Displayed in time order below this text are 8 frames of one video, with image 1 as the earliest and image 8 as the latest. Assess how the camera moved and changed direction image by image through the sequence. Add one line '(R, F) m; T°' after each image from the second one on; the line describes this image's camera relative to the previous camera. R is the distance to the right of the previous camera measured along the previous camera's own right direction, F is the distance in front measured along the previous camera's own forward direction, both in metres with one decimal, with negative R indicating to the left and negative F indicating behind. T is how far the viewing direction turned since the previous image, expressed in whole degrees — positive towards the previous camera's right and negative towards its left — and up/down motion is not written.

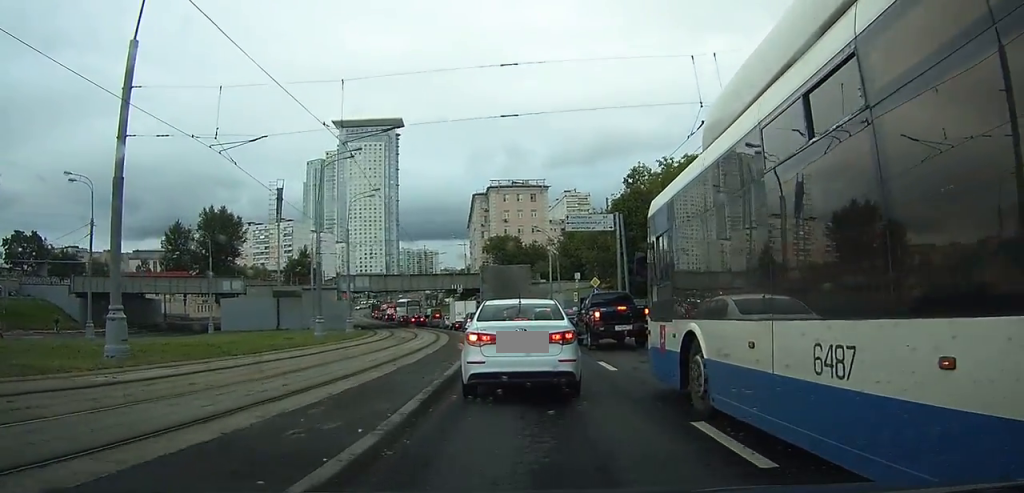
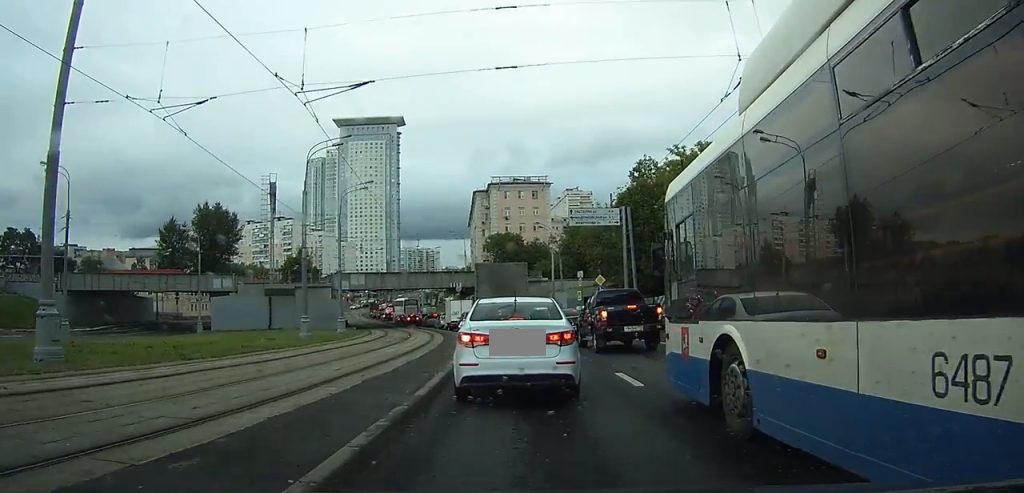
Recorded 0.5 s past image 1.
(-0.1, +2.6) m; -1°
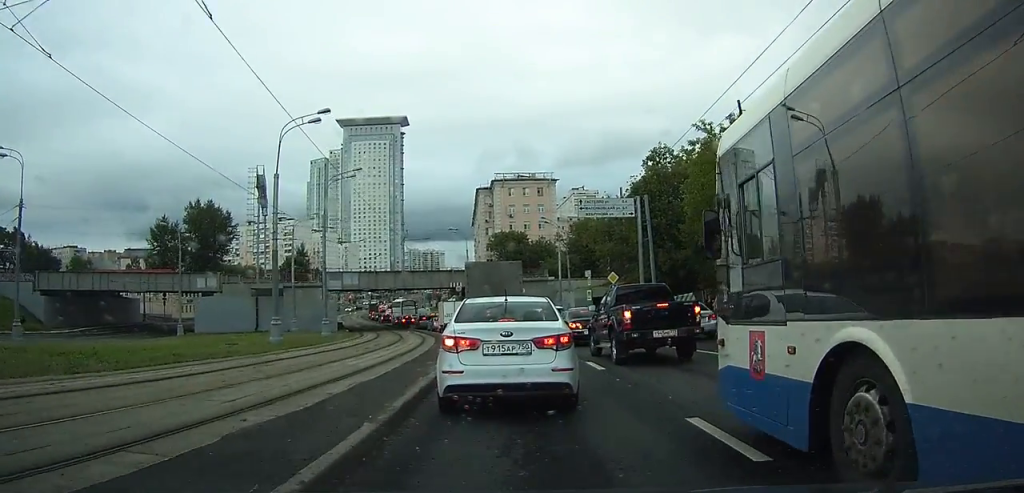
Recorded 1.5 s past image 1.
(-0.1, +5.0) m; -2°
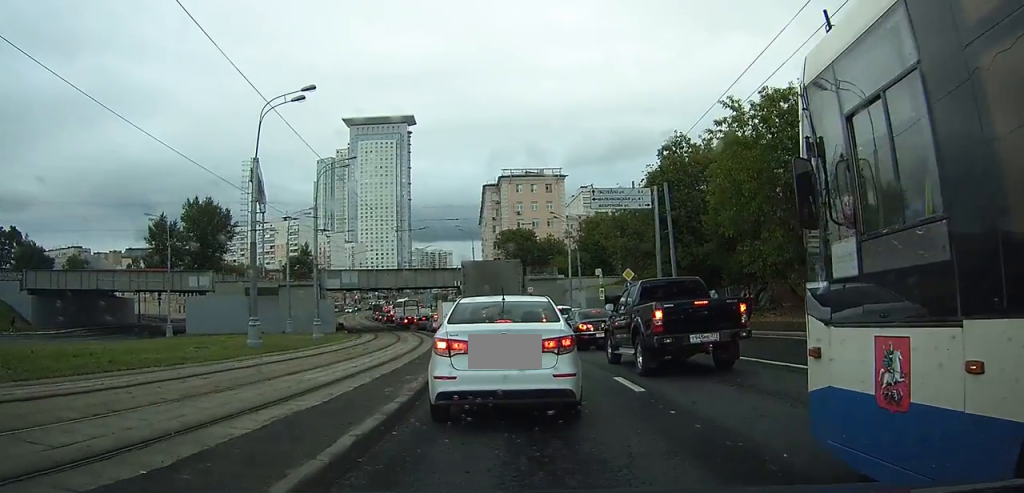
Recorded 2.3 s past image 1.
(0.0, +3.7) m; -1°
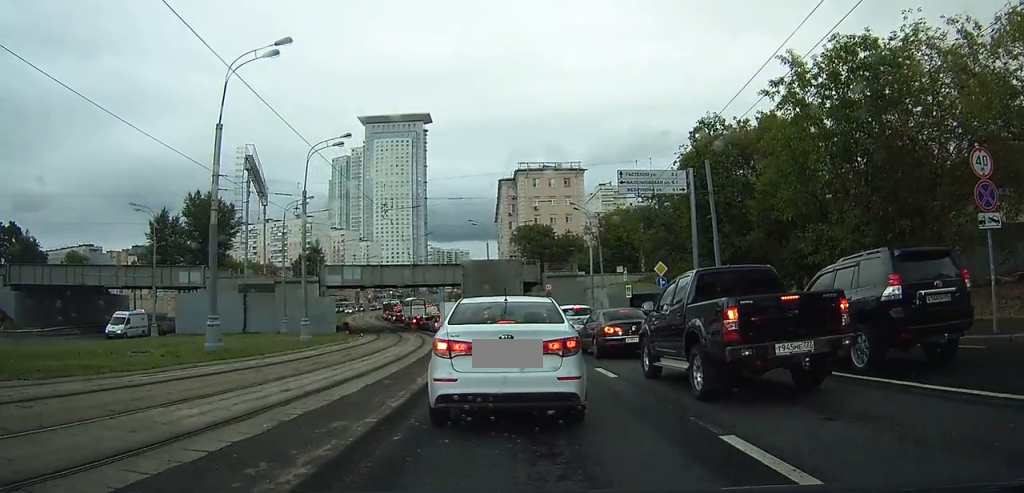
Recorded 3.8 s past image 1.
(-0.1, +5.9) m; -1°
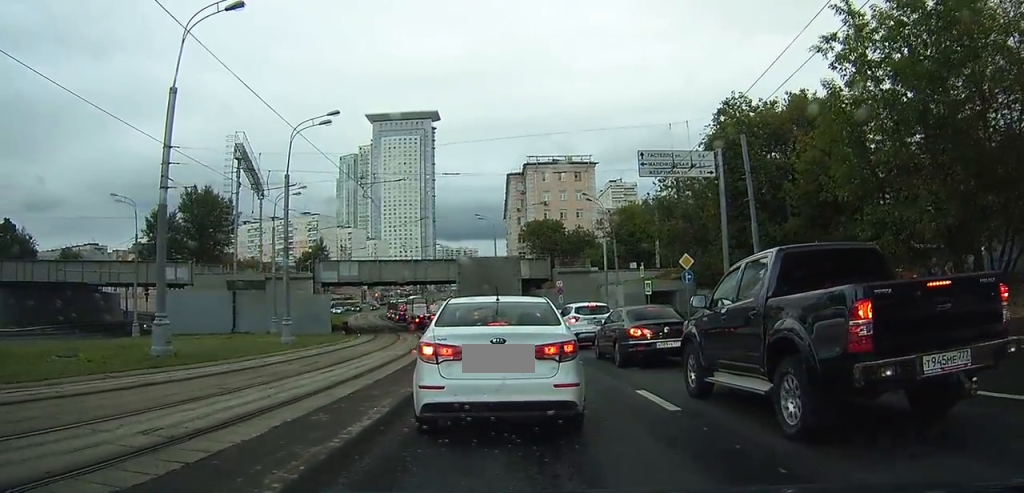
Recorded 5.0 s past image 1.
(0.0, +4.2) m; 0°
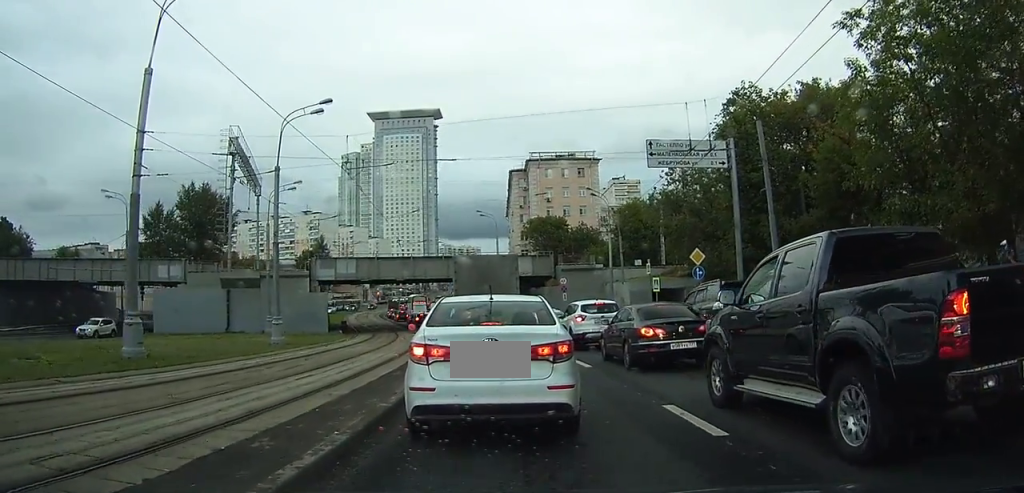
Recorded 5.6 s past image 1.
(0.0, +1.7) m; -1°
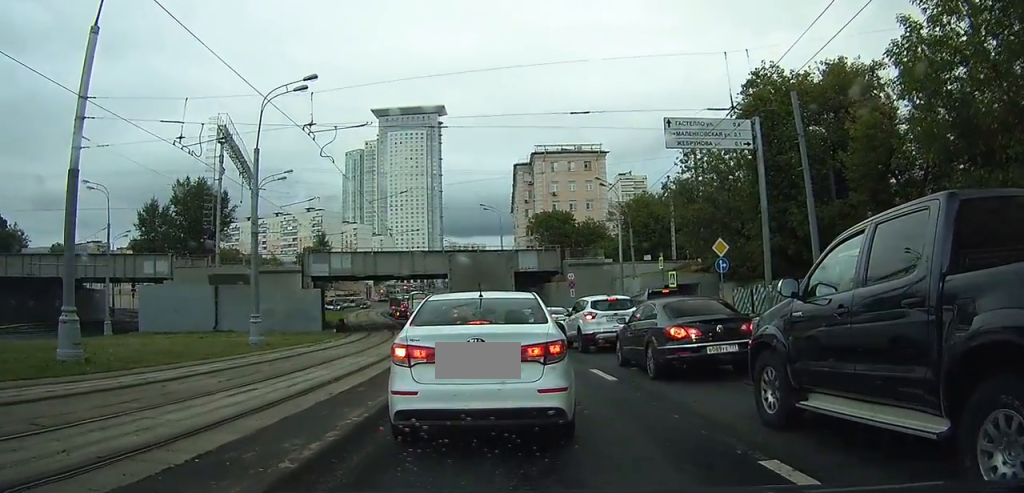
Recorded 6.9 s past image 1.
(0.0, +3.2) m; -2°
